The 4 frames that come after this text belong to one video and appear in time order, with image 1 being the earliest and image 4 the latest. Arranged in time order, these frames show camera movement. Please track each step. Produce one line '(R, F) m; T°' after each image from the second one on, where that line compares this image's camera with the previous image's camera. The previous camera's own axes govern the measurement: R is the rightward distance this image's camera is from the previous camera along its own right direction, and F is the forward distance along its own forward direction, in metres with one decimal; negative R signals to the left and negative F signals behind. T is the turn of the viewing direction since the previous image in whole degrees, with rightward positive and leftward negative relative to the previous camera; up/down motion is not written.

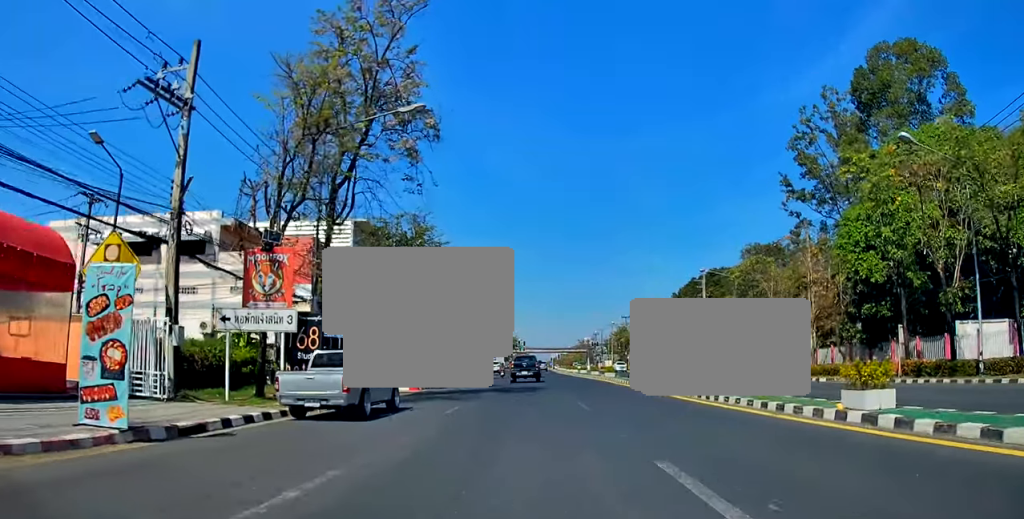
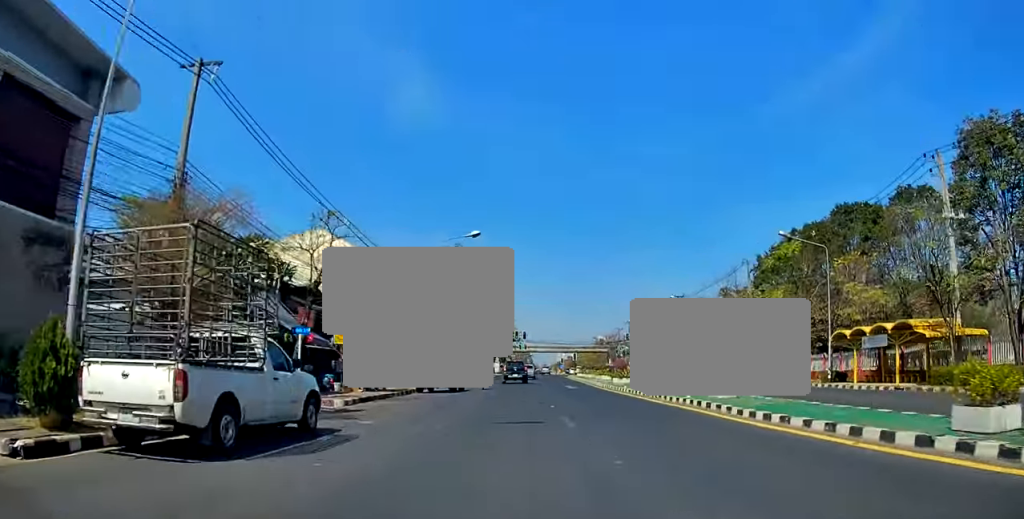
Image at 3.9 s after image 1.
(-1.4, +51.7) m; -2°
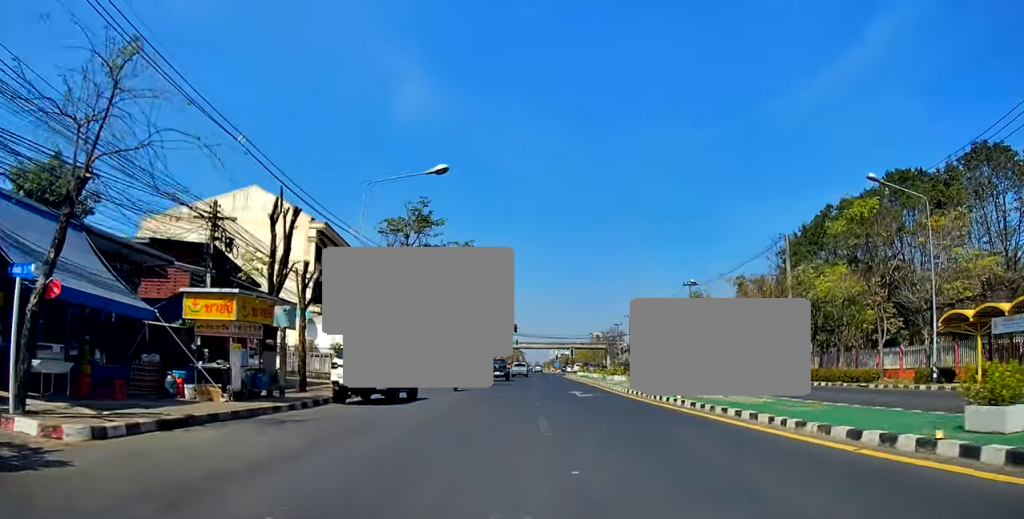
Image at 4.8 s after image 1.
(-0.1, +12.5) m; 0°
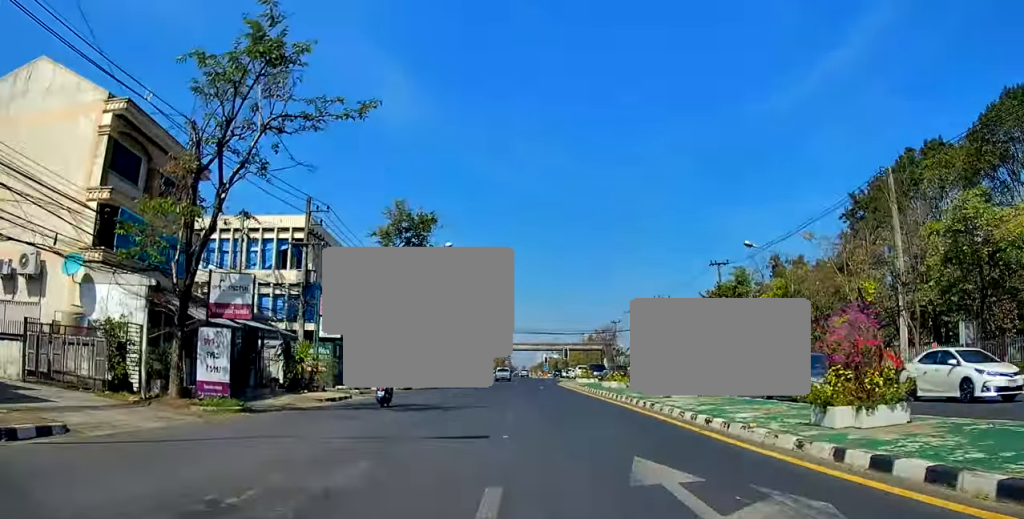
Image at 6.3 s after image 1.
(0.0, +20.1) m; 0°
